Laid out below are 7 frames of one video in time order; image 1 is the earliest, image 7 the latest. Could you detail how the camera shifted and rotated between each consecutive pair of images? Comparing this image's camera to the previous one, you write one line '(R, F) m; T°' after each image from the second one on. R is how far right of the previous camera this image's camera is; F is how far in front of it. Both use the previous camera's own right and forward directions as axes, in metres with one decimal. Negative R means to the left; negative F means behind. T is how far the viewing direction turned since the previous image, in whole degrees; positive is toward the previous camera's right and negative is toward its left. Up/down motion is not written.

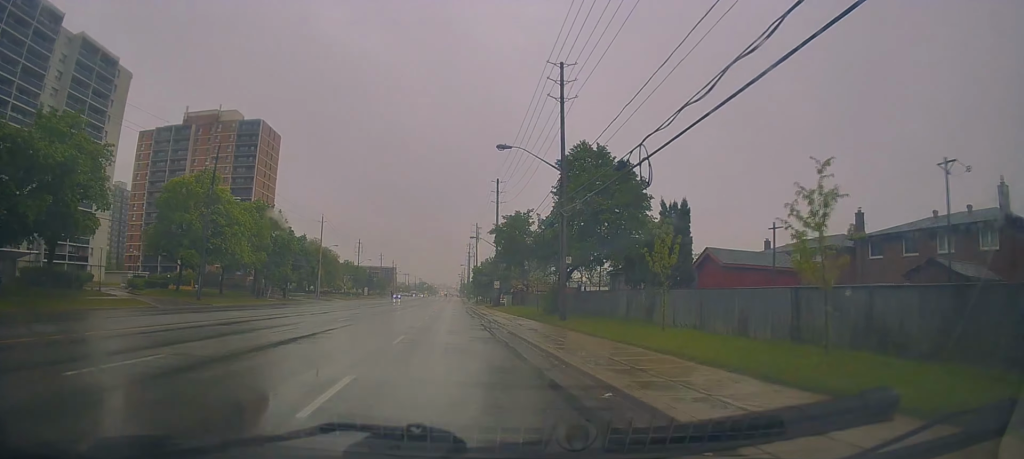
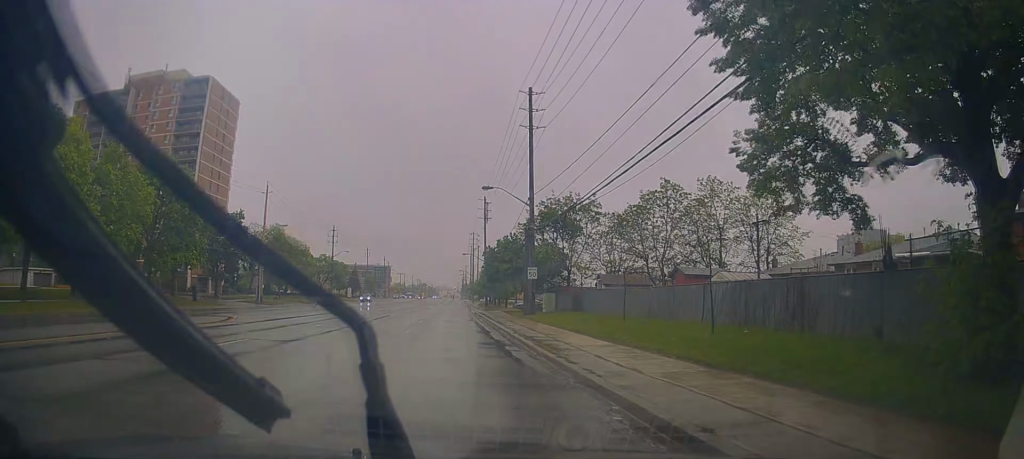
(0.0, +31.4) m; -1°
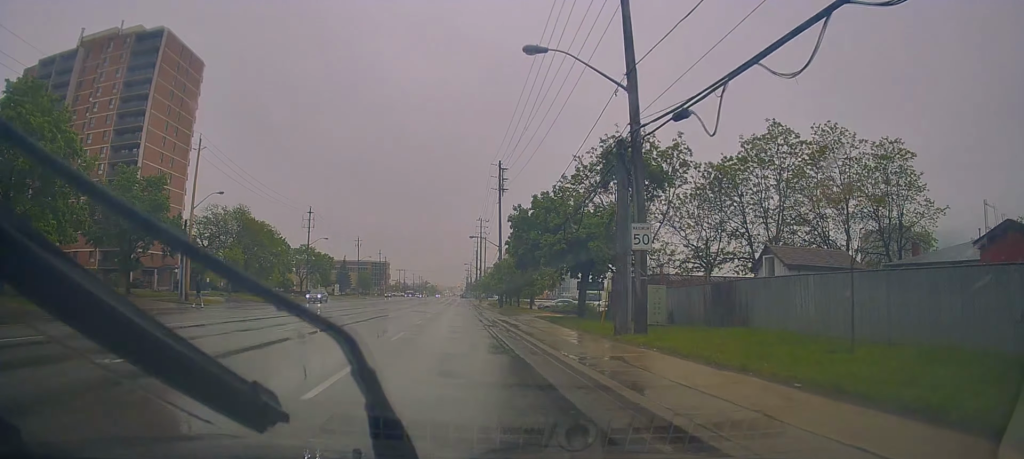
(+0.1, +21.4) m; +3°
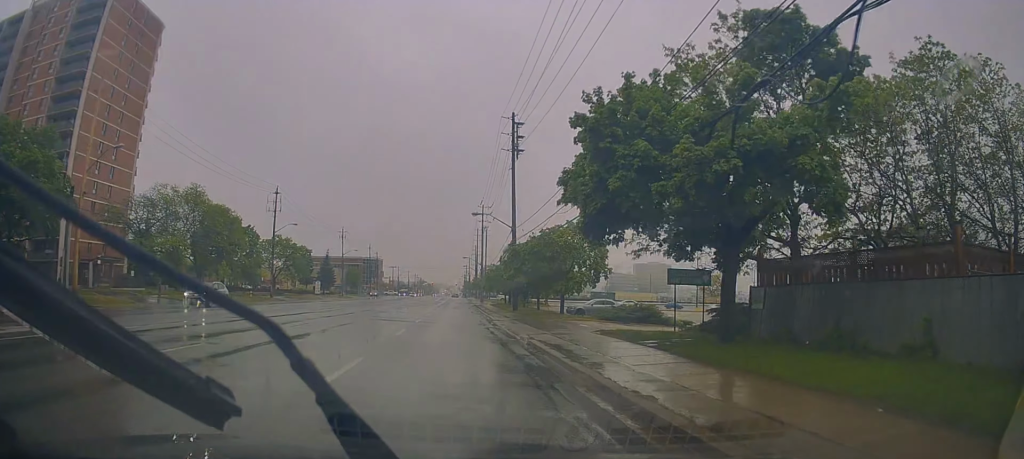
(+0.2, +16.4) m; -2°
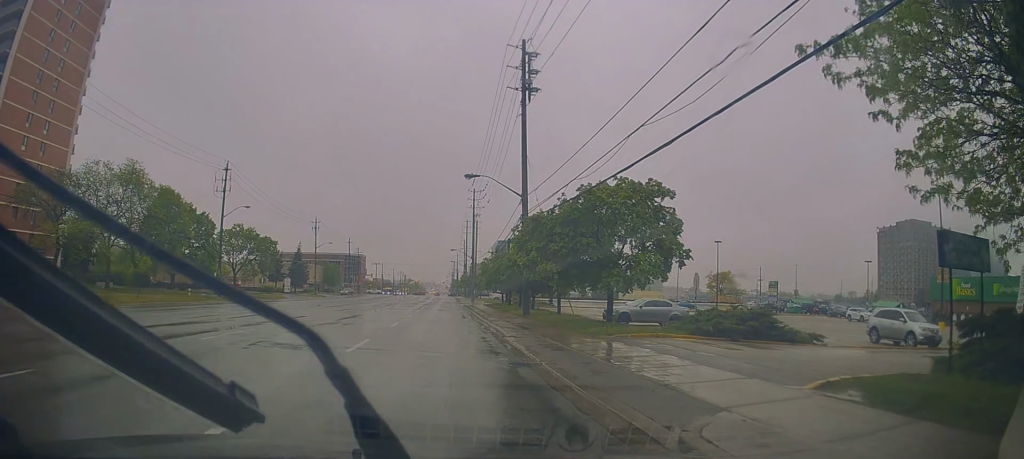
(-0.4, +14.3) m; +3°
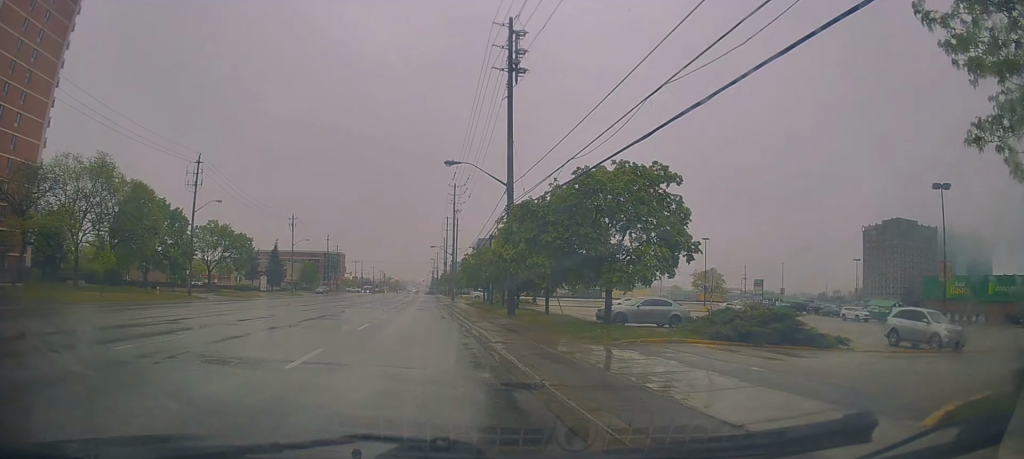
(+0.2, +2.6) m; +6°
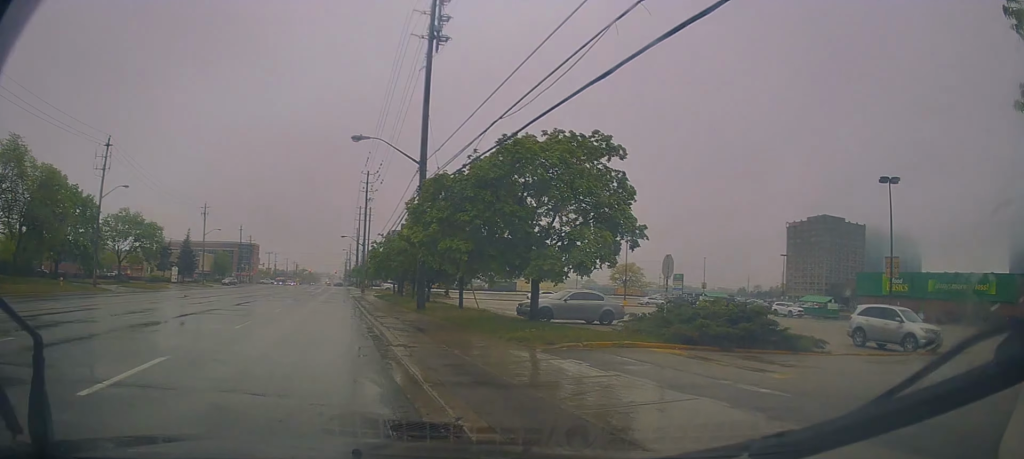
(0.0, +3.7) m; +11°
